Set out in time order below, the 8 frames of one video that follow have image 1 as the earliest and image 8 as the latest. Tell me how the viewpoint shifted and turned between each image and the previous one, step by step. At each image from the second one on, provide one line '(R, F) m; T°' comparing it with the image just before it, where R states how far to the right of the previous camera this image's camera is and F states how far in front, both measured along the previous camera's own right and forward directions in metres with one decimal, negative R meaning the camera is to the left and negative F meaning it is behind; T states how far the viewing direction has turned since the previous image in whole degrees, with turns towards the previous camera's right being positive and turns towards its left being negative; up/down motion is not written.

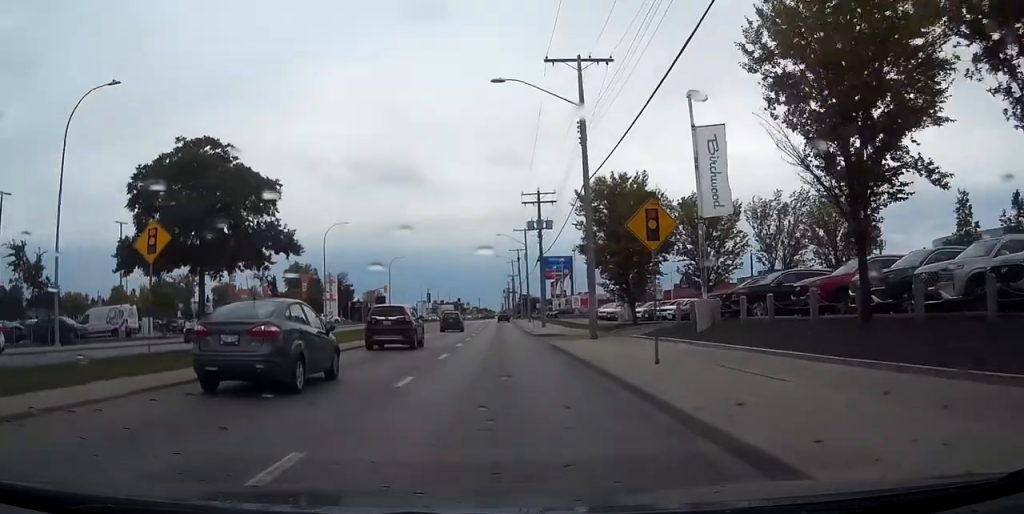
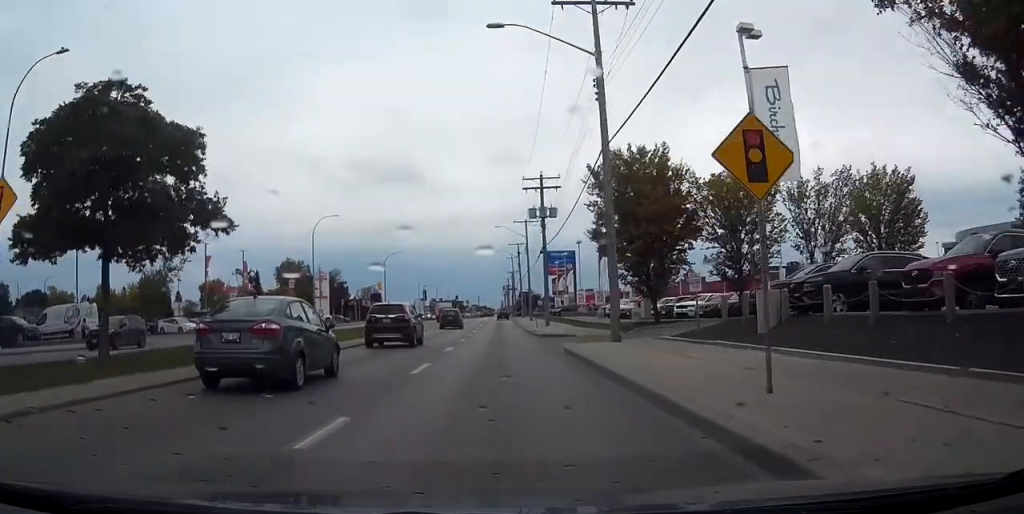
(0.0, +6.1) m; 0°
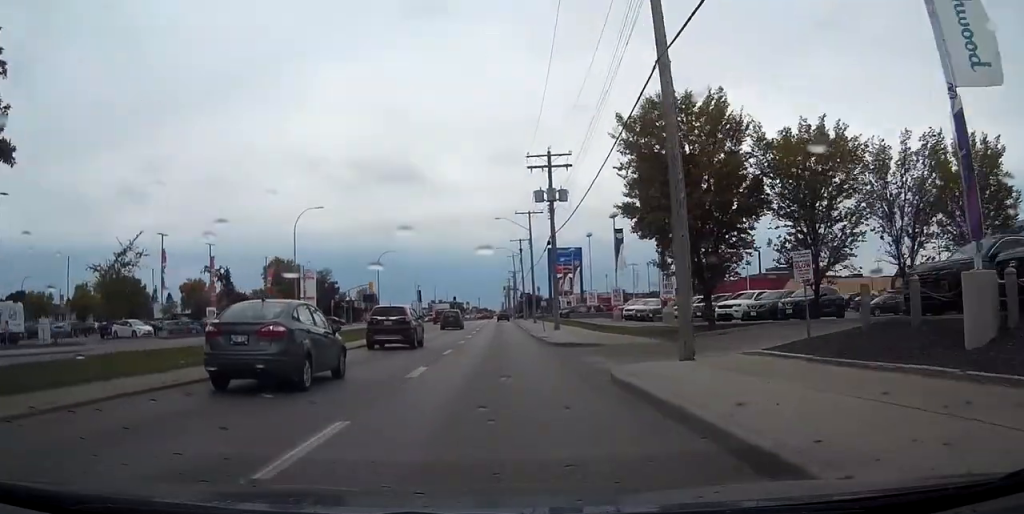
(0.0, +9.3) m; 0°
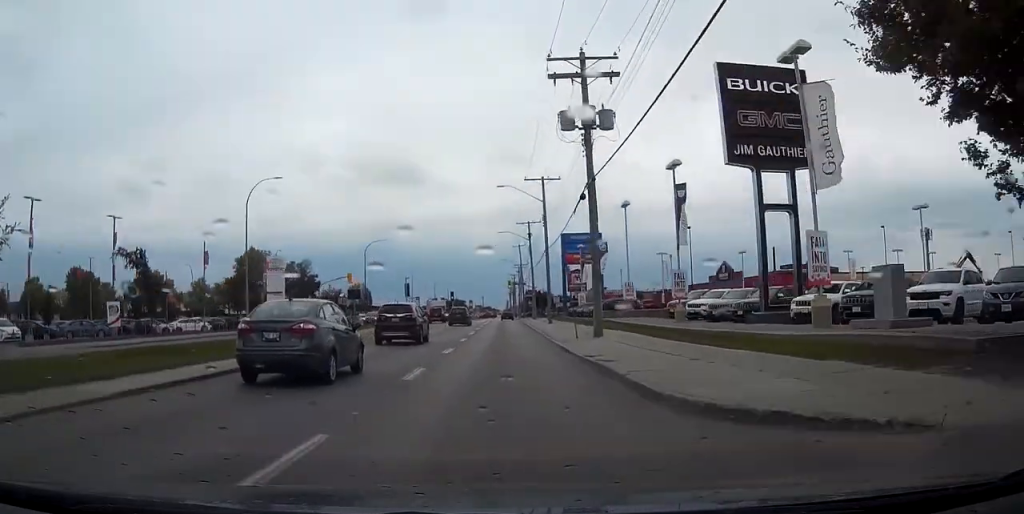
(0.0, +19.2) m; -1°
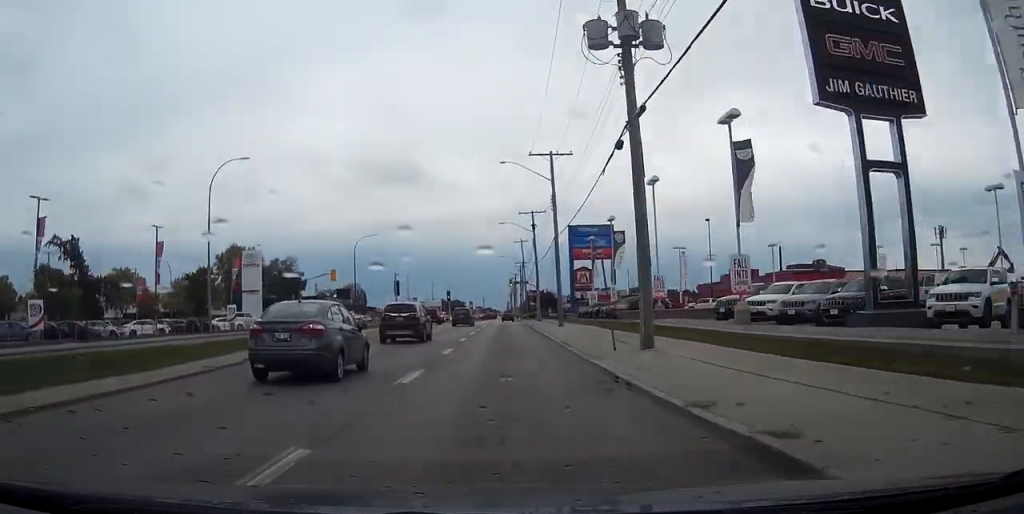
(-0.1, +9.9) m; -1°
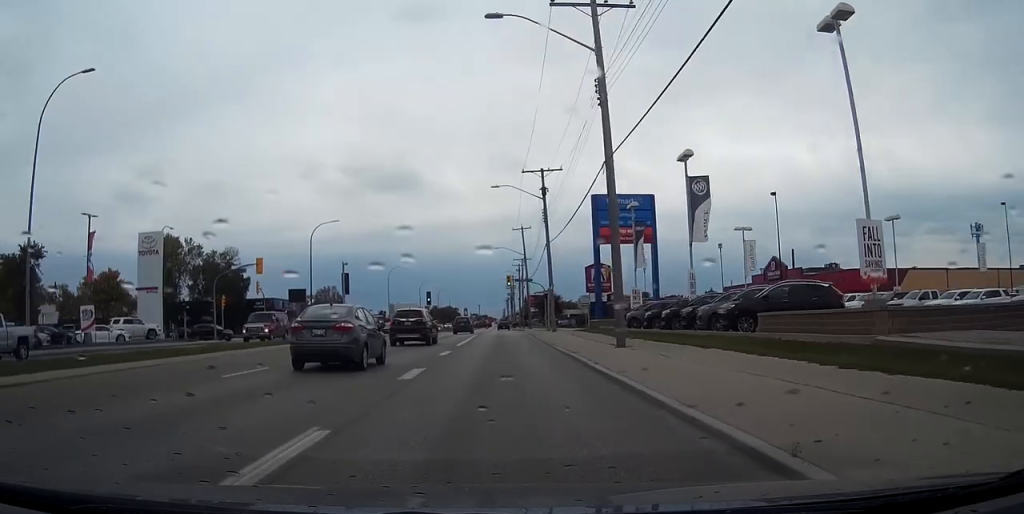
(-0.7, +26.4) m; -1°
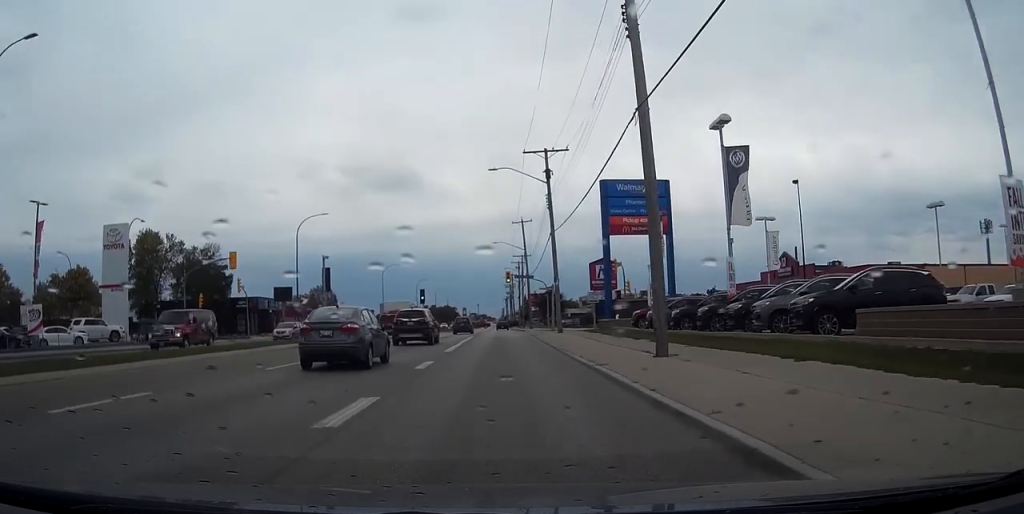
(+0.1, +6.2) m; 0°
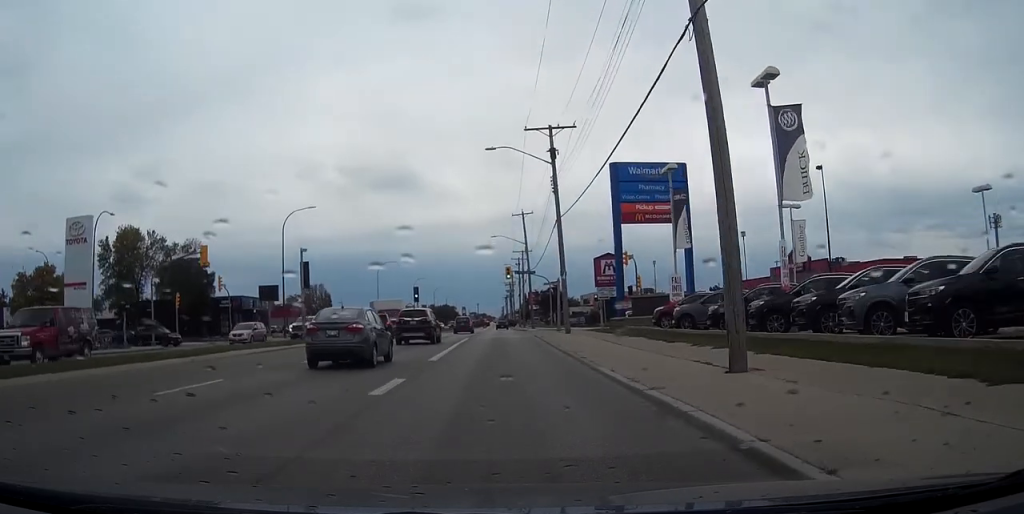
(0.0, +5.8) m; 0°
